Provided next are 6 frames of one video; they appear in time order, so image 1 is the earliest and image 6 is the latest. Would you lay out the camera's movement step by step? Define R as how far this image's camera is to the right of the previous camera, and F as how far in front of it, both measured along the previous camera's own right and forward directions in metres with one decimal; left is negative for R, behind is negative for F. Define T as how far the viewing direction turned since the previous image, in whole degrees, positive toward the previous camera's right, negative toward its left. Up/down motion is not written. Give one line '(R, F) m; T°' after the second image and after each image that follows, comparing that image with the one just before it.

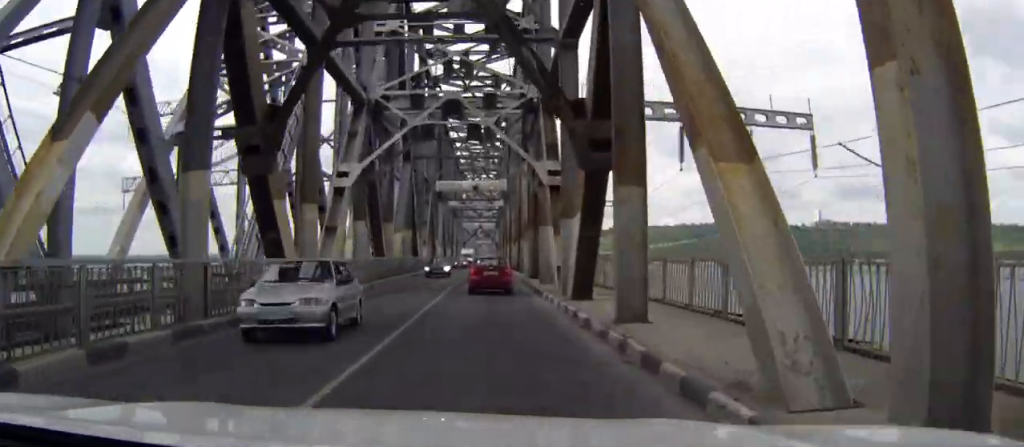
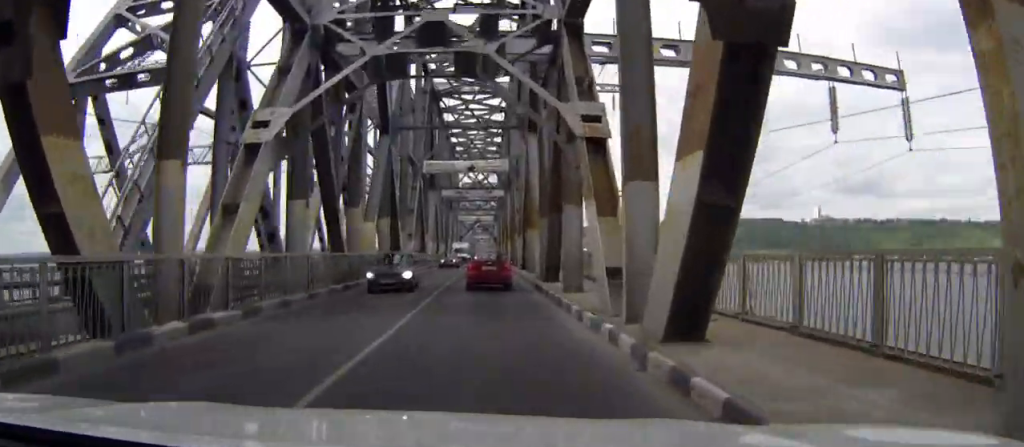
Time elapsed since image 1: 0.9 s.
(+0.2, +10.4) m; +1°
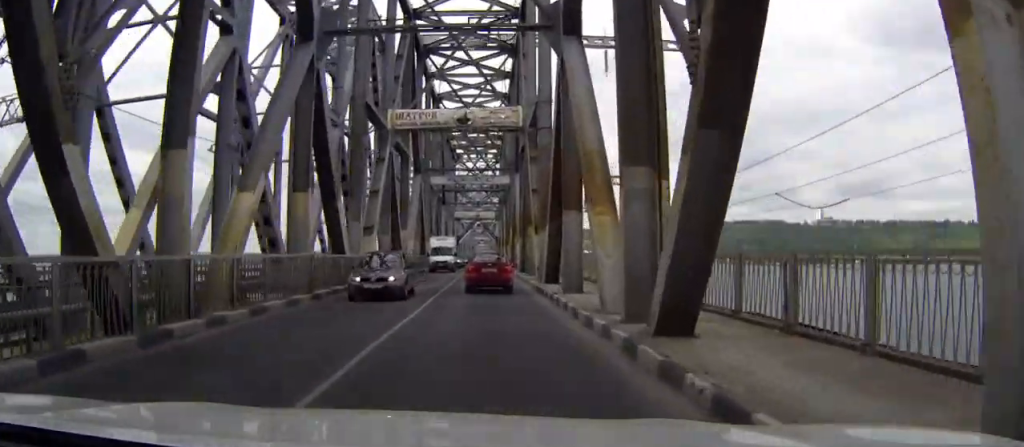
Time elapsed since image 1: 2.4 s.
(-0.2, +18.5) m; 0°
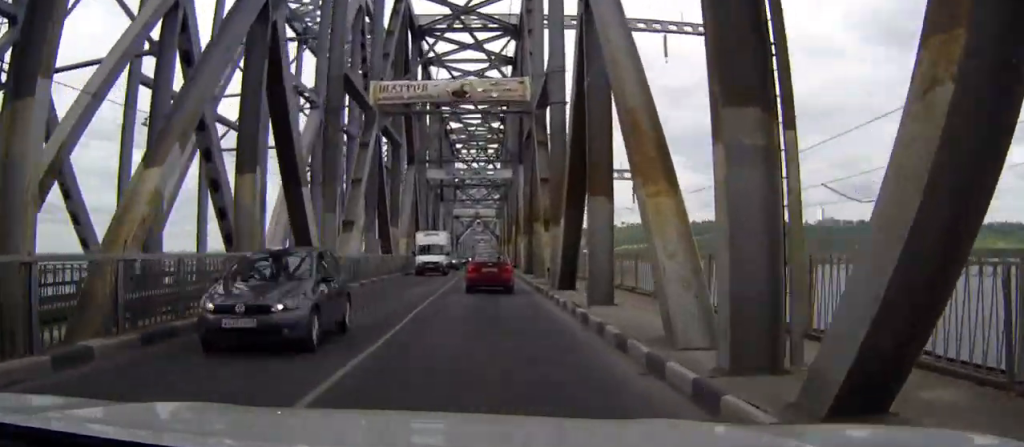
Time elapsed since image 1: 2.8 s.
(-0.1, +5.4) m; 0°
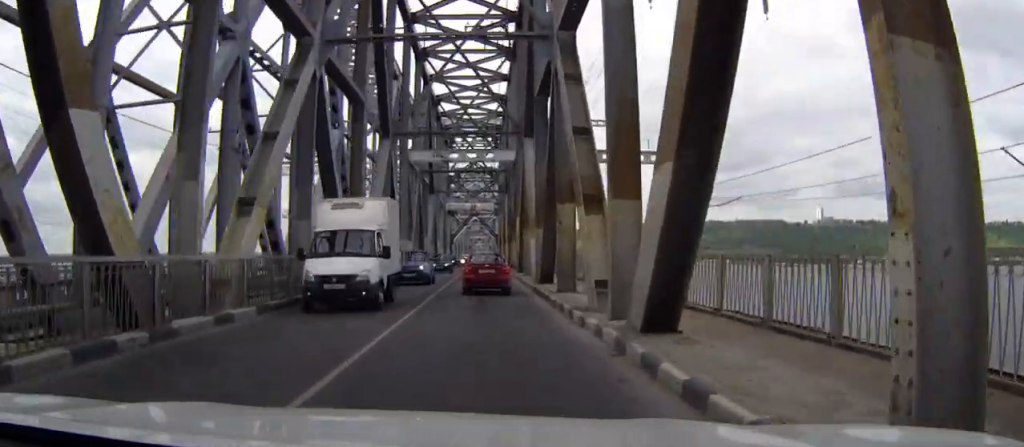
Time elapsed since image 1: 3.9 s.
(+0.3, +13.0) m; 0°
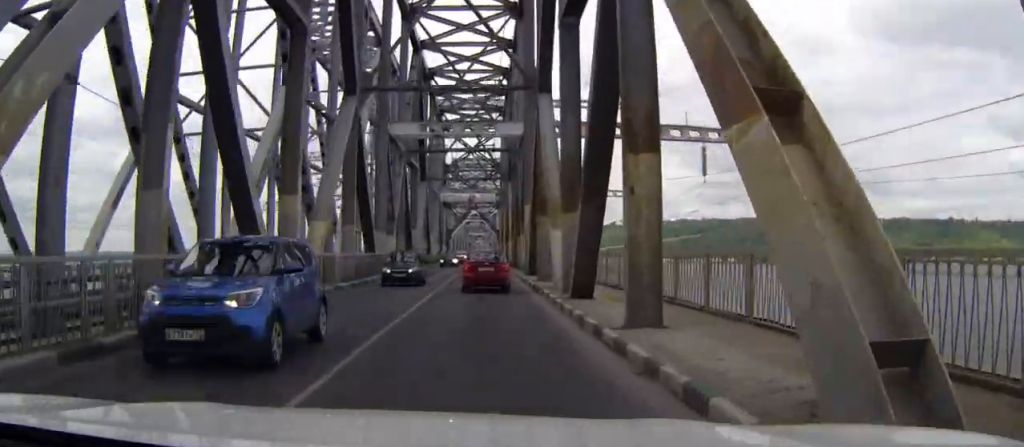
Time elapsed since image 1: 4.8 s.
(-0.3, +11.0) m; -2°
